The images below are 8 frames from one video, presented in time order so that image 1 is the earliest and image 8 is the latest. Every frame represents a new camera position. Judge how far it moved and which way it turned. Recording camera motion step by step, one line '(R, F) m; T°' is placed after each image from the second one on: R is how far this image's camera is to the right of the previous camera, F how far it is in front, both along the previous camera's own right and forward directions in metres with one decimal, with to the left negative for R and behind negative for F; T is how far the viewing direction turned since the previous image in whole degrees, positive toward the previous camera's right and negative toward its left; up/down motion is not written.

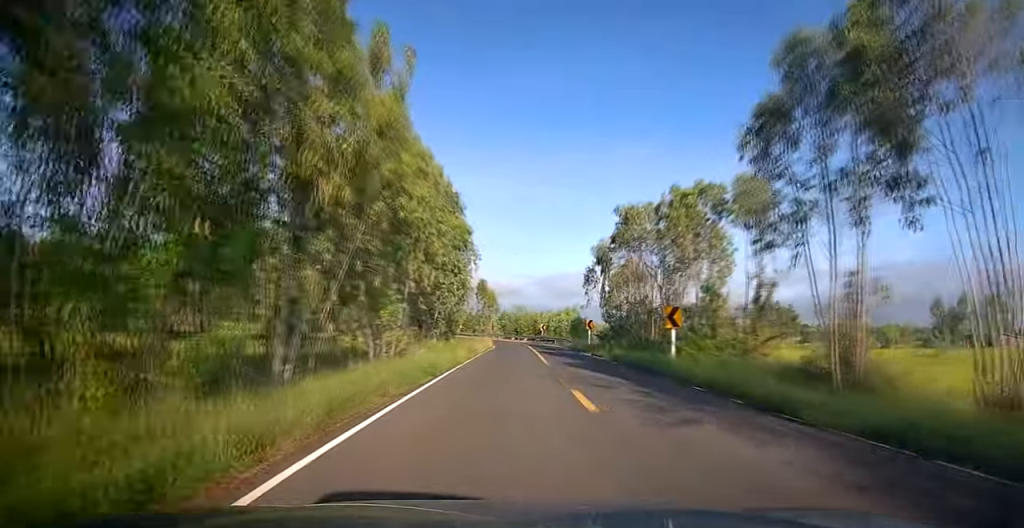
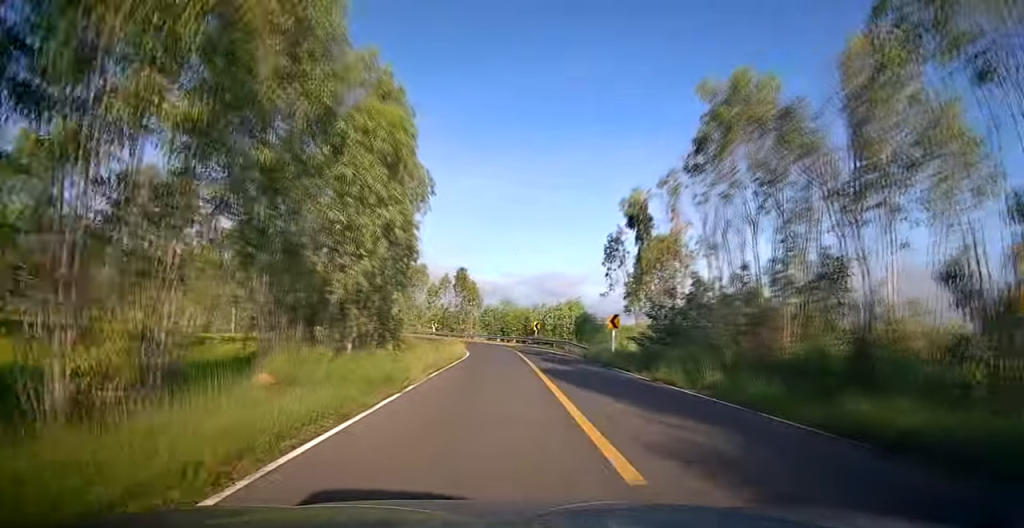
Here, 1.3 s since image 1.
(+0.4, +16.4) m; +1°
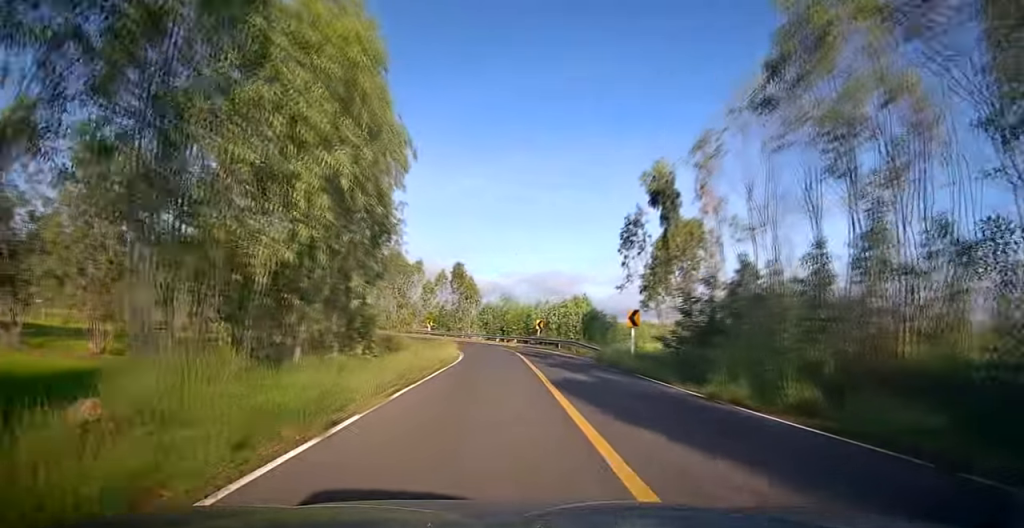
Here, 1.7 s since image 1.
(0.0, +4.8) m; 0°
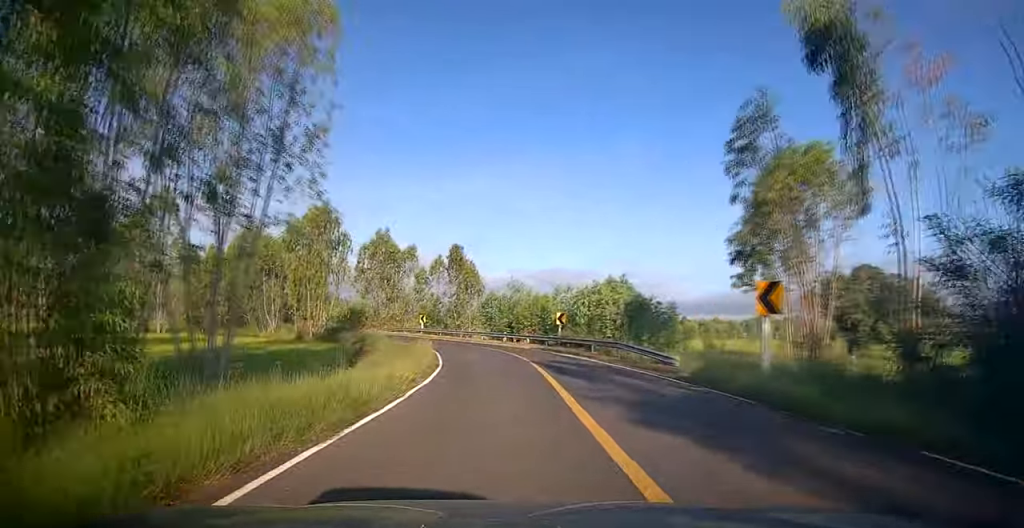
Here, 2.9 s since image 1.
(0.0, +13.3) m; 0°
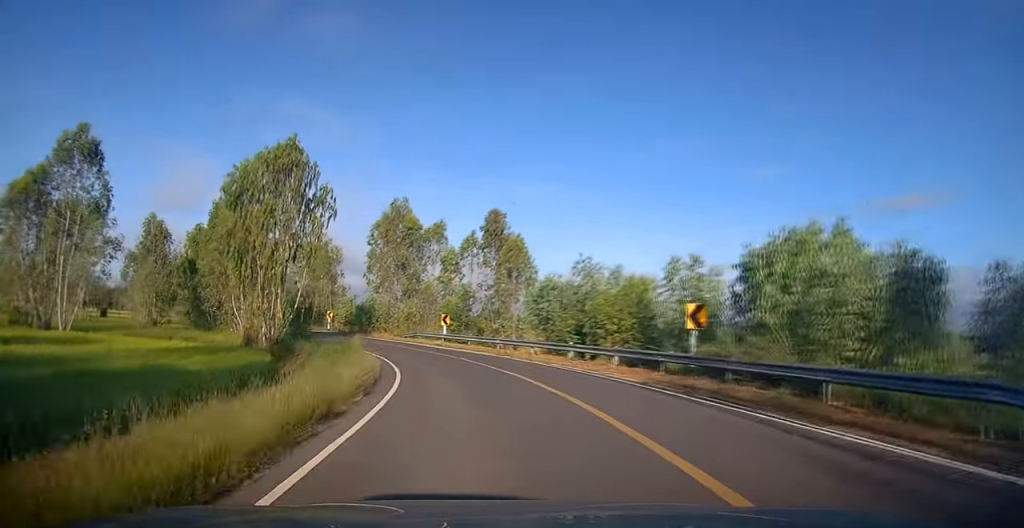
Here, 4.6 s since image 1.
(+0.3, +19.4) m; -2°
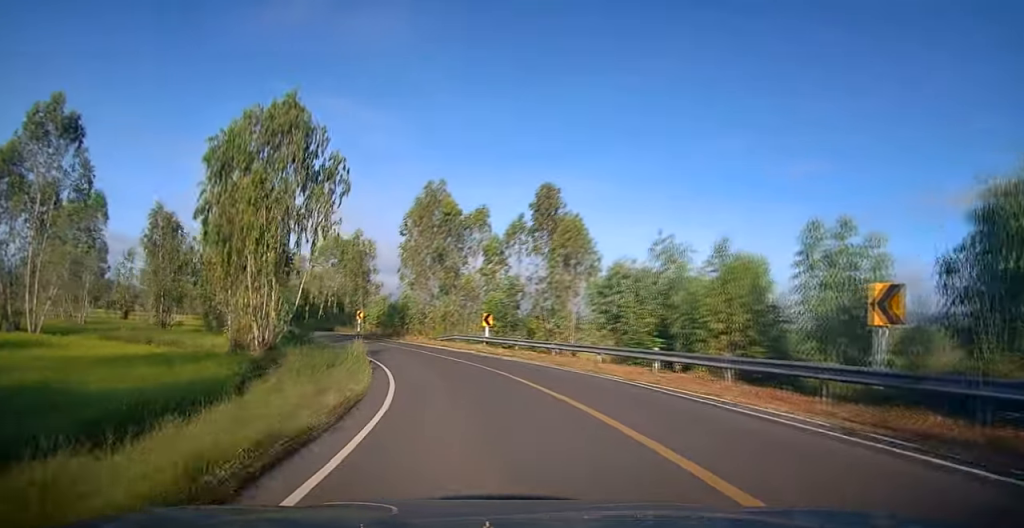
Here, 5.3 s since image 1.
(-0.5, +7.2) m; -4°
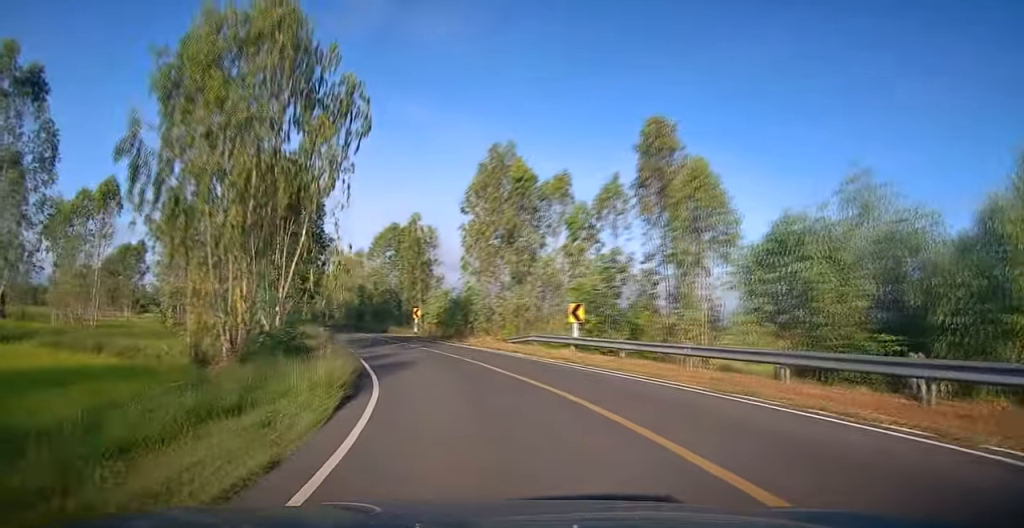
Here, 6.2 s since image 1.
(-0.3, +9.5) m; -6°
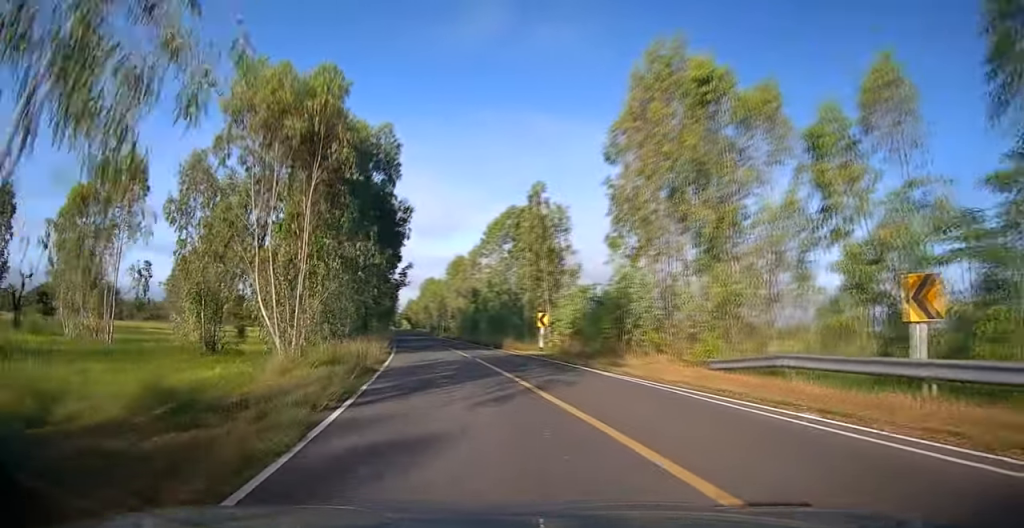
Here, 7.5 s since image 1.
(-1.3, +14.2) m; -13°
